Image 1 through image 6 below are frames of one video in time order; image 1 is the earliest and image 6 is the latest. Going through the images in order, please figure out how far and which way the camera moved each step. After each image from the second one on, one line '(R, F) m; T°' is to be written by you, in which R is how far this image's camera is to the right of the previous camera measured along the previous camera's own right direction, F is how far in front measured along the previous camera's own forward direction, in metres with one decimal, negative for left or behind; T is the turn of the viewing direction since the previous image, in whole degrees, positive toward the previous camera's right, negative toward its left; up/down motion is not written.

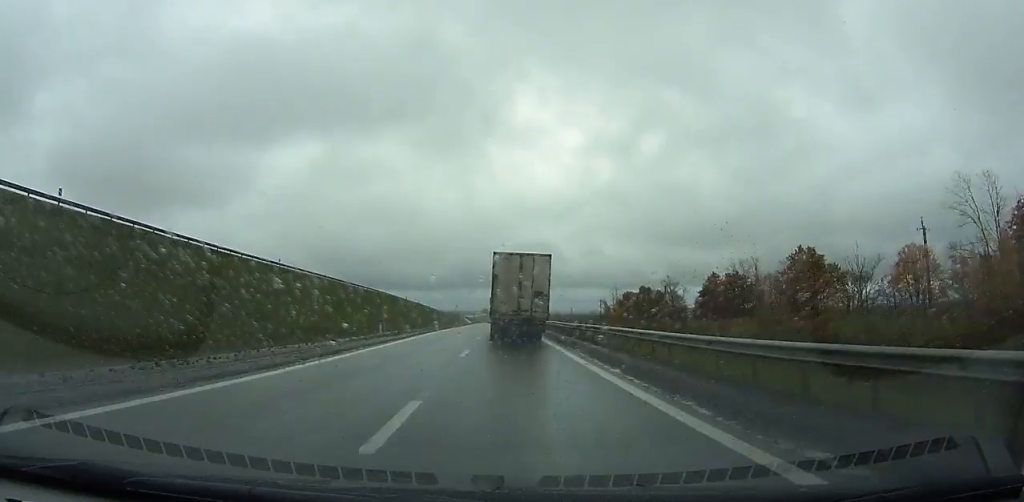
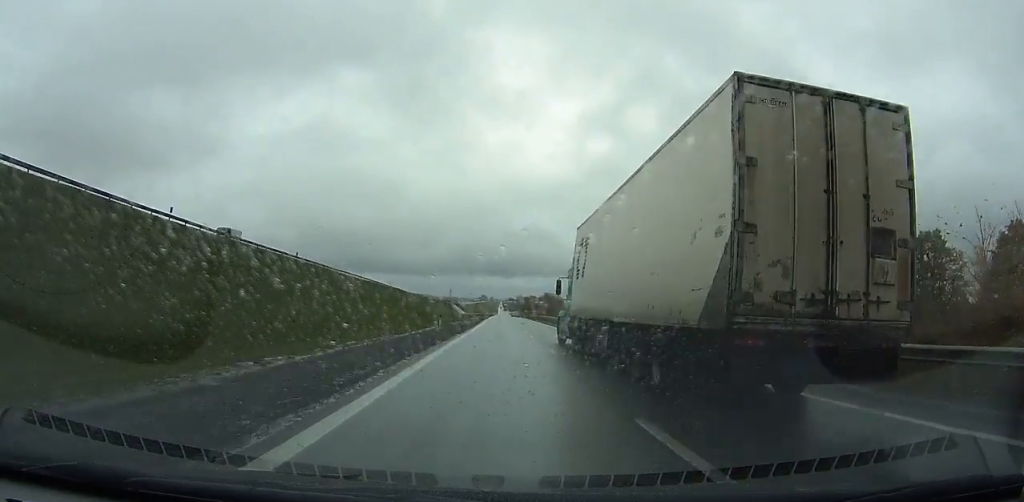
(-0.3, +143.3) m; 0°
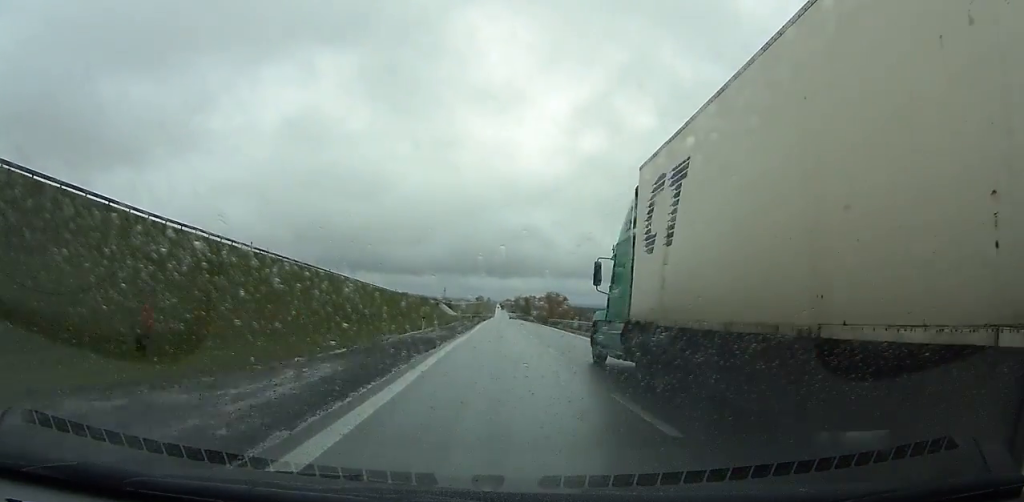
(+0.3, +57.3) m; 0°
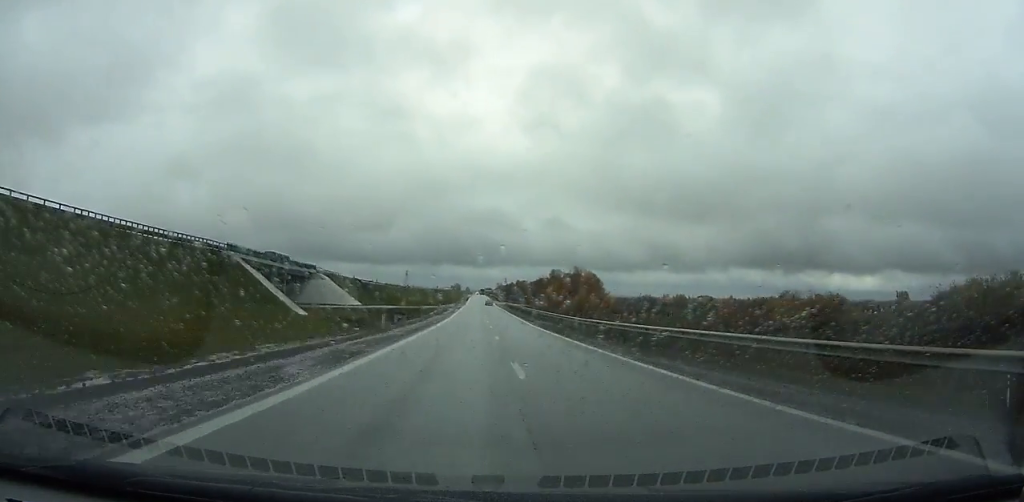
(+2.6, +195.8) m; +2°
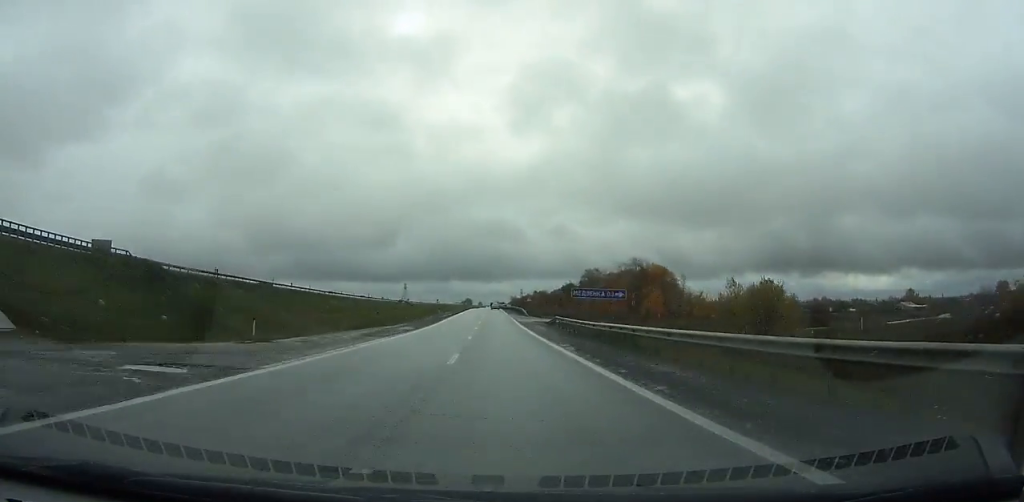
(+0.3, +91.4) m; 0°
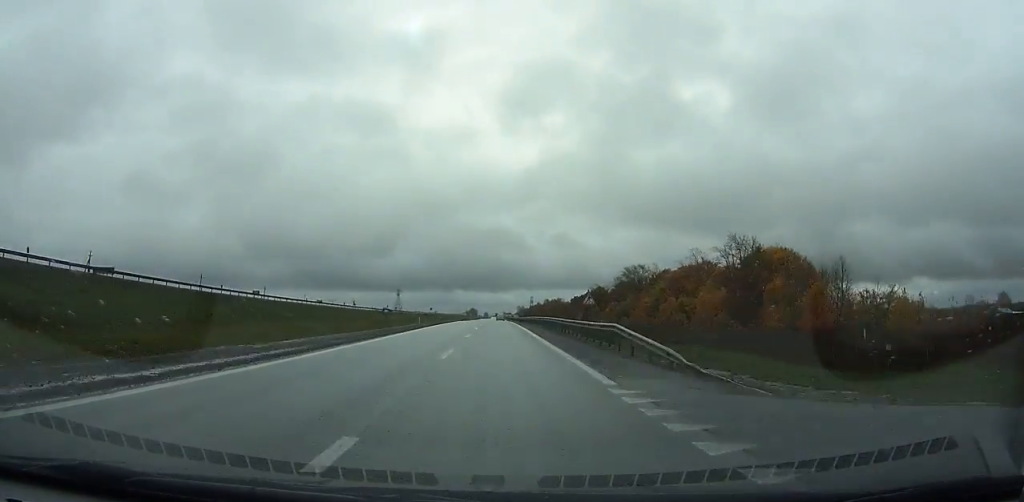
(-0.5, +71.5) m; -1°
